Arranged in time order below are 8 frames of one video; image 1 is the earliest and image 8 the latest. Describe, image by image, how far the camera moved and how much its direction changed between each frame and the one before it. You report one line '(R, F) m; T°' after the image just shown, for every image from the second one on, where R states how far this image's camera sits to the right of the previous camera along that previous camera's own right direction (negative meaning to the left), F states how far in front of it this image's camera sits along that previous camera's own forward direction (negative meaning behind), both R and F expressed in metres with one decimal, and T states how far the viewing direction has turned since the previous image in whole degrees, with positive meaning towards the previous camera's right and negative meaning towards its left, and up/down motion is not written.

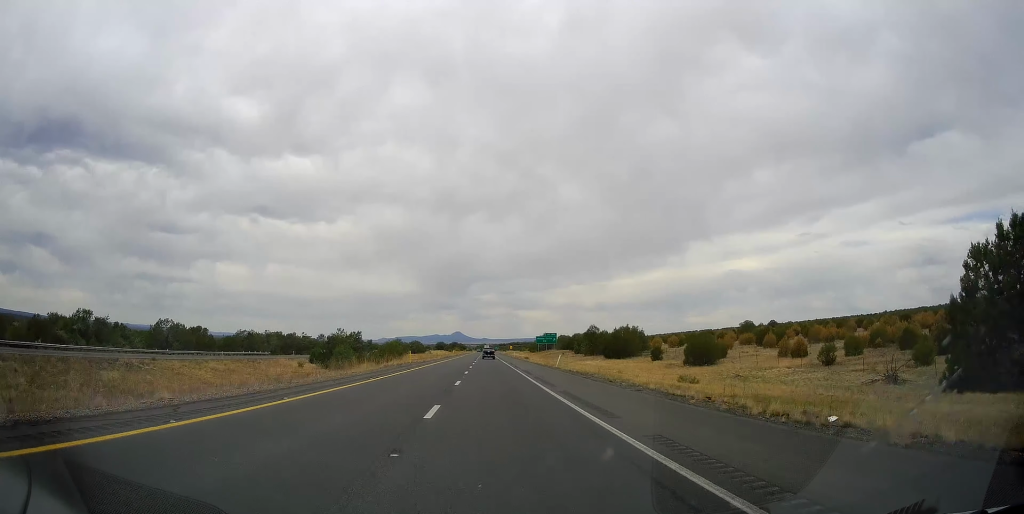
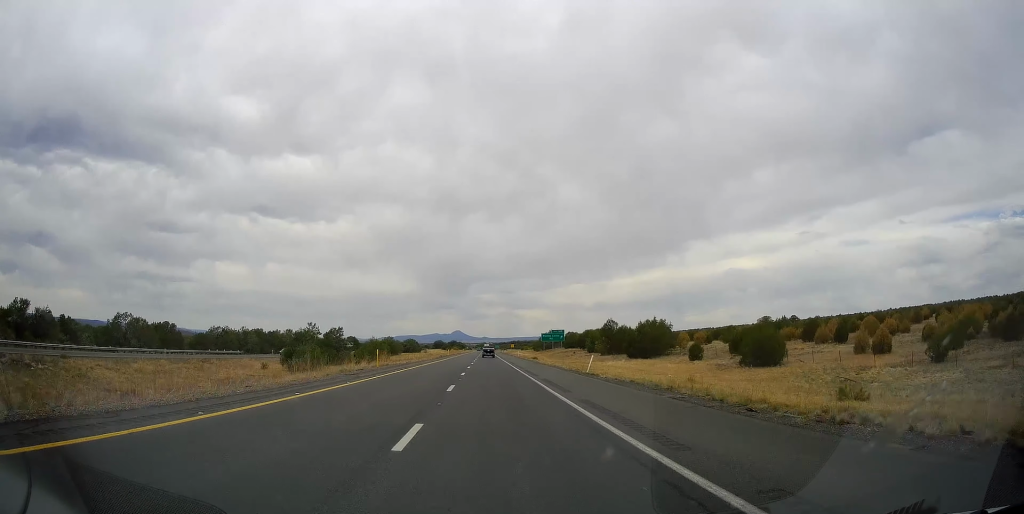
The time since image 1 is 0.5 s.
(+0.1, +16.9) m; 0°
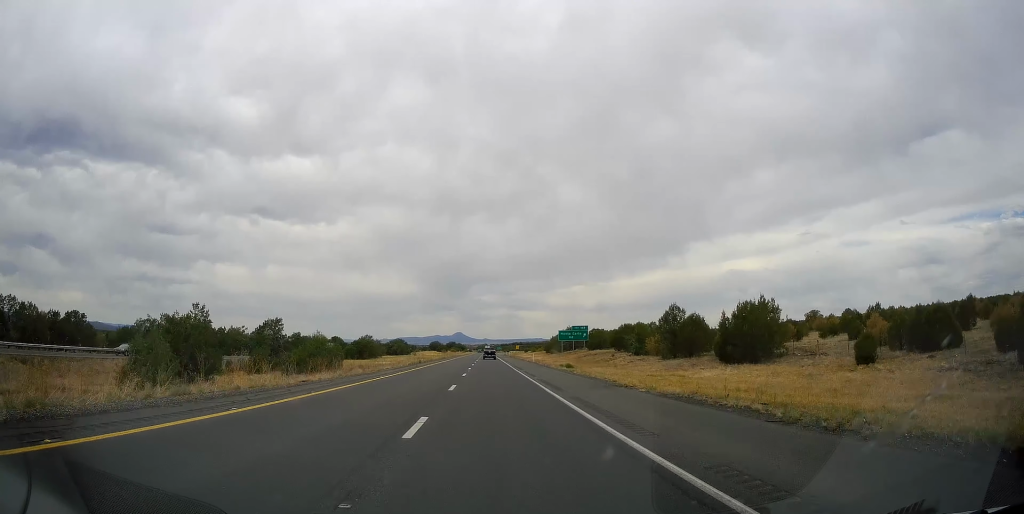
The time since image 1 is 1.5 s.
(+0.3, +34.8) m; 0°
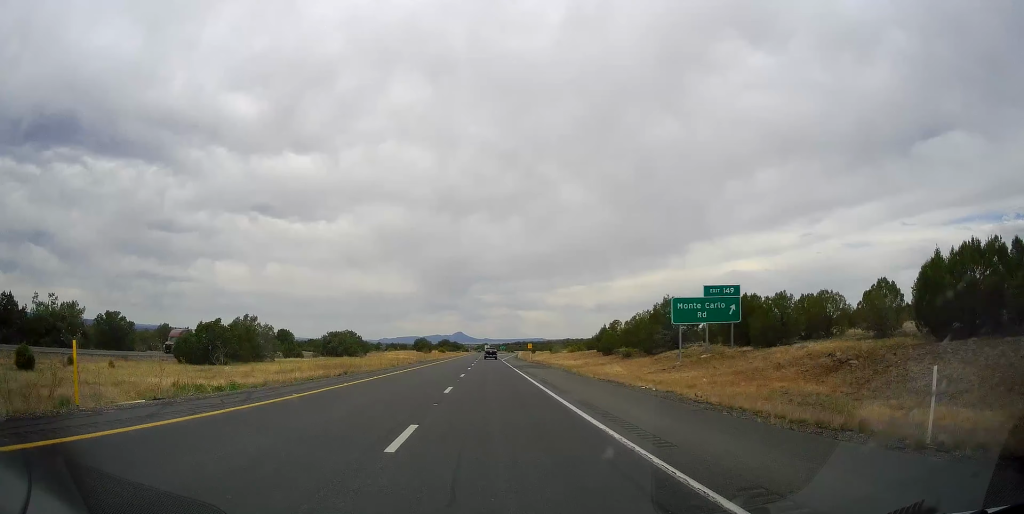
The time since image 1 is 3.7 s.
(-0.3, +74.4) m; -1°
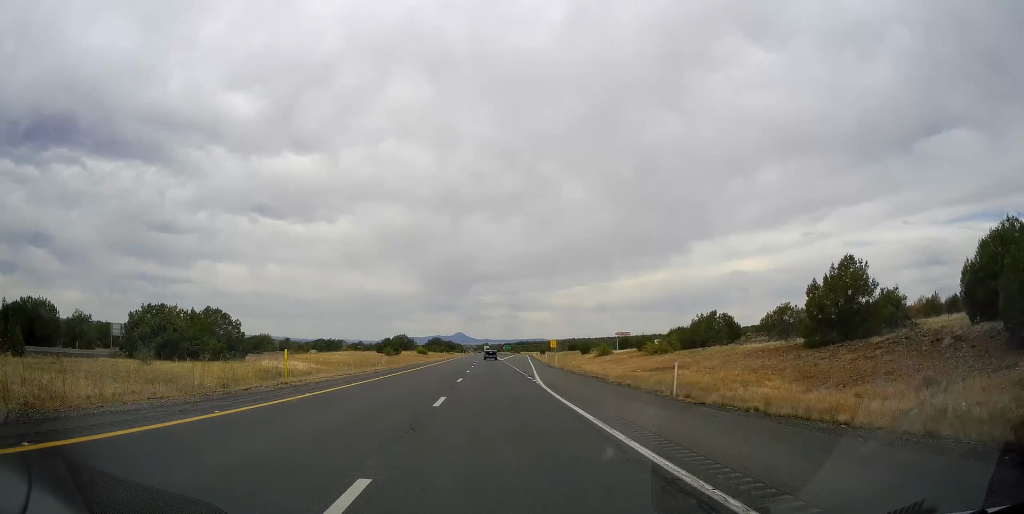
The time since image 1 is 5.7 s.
(-0.5, +65.3) m; 0°
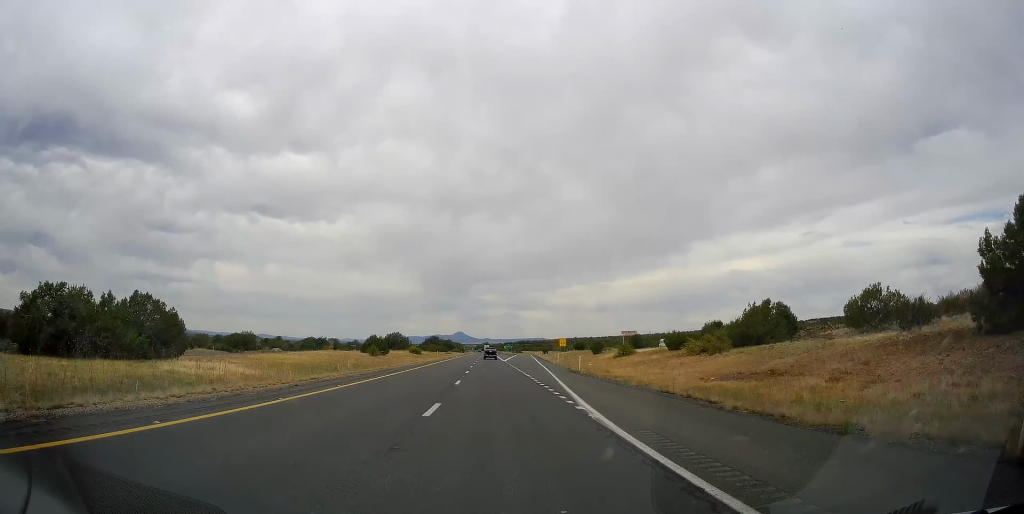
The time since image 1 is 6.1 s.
(-0.1, +14.6) m; 0°
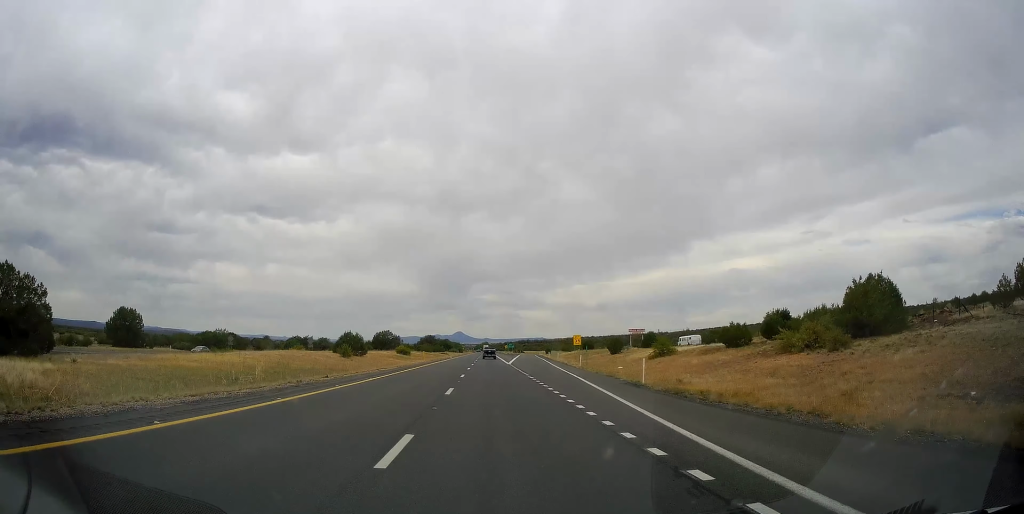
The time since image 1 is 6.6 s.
(+0.1, +18.1) m; 0°
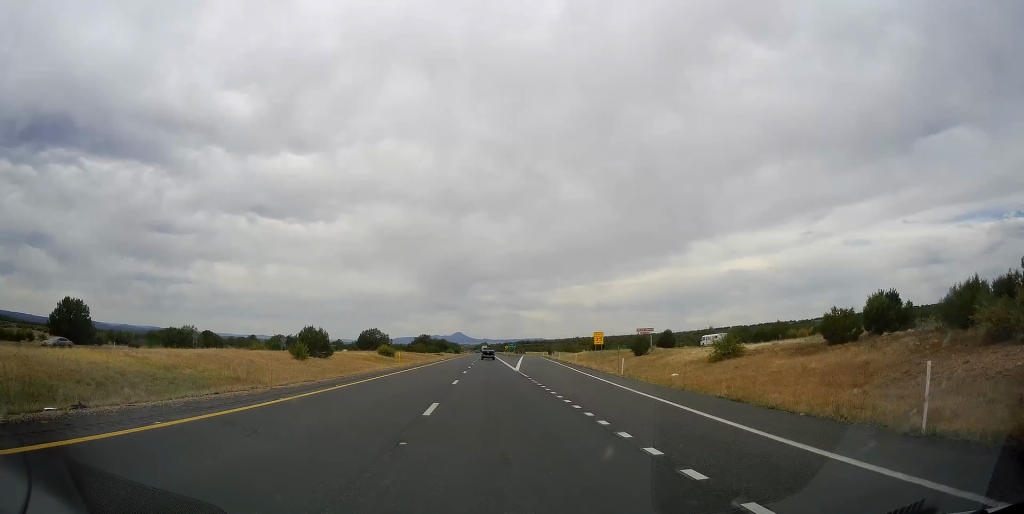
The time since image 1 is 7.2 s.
(+0.3, +18.2) m; 0°
